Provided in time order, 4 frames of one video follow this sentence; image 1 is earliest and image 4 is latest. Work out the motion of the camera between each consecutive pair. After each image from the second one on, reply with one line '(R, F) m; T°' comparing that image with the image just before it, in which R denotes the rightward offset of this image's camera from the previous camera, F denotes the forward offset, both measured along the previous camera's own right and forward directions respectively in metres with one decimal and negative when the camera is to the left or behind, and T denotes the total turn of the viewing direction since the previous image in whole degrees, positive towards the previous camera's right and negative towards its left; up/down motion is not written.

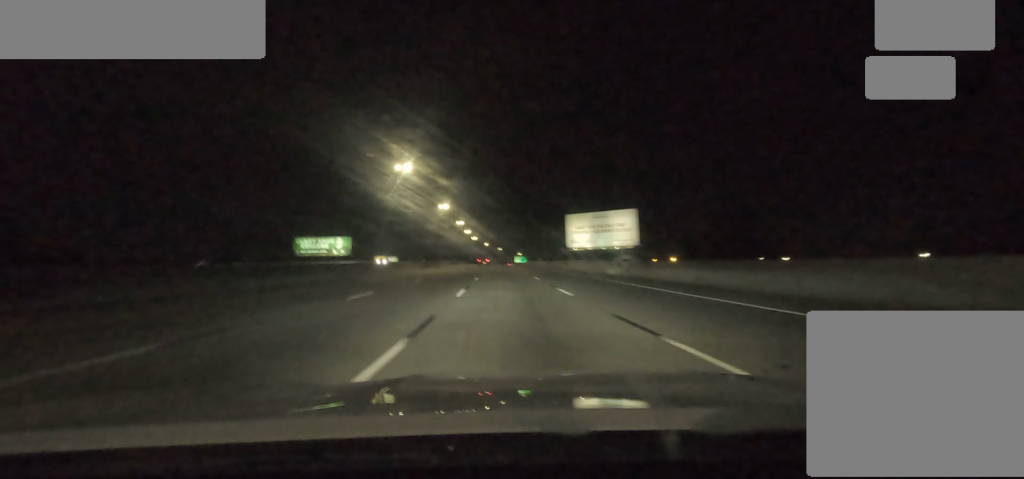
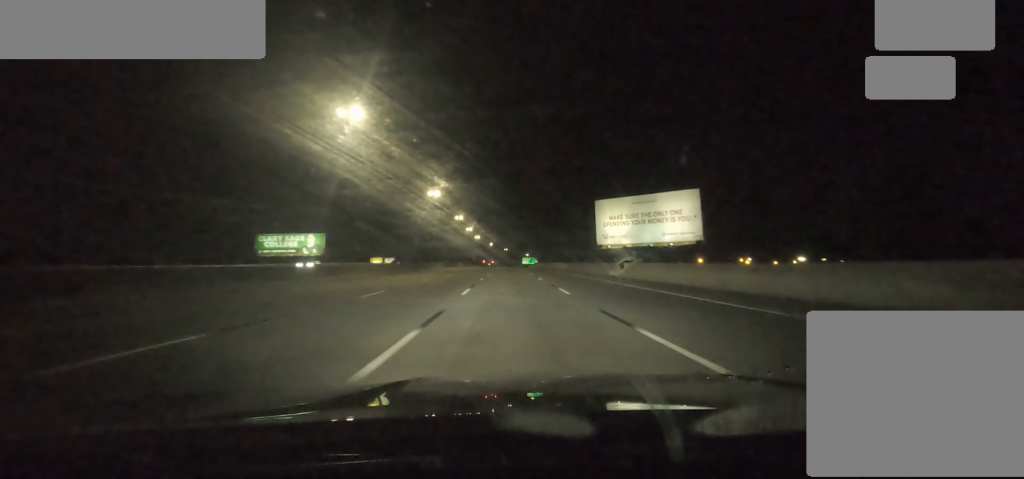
(0.0, +25.2) m; 0°
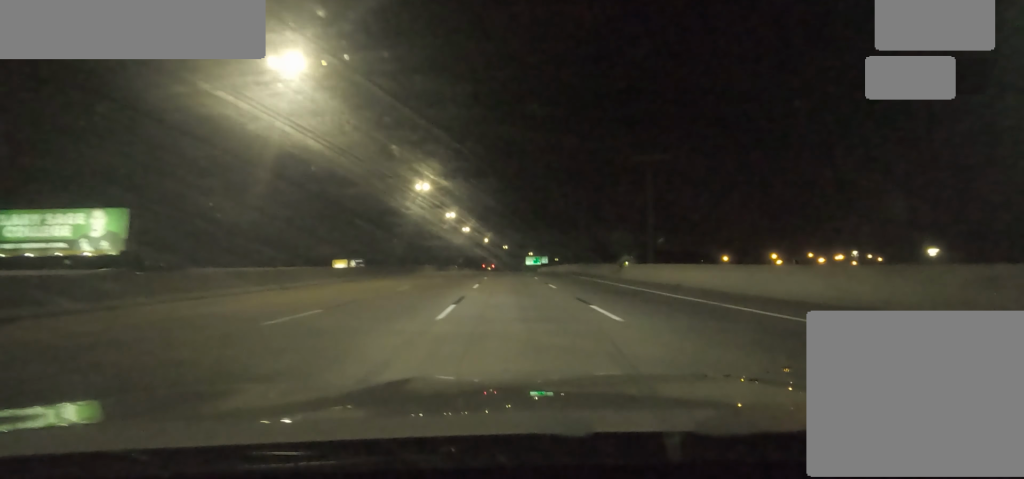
(-0.4, +62.2) m; 0°
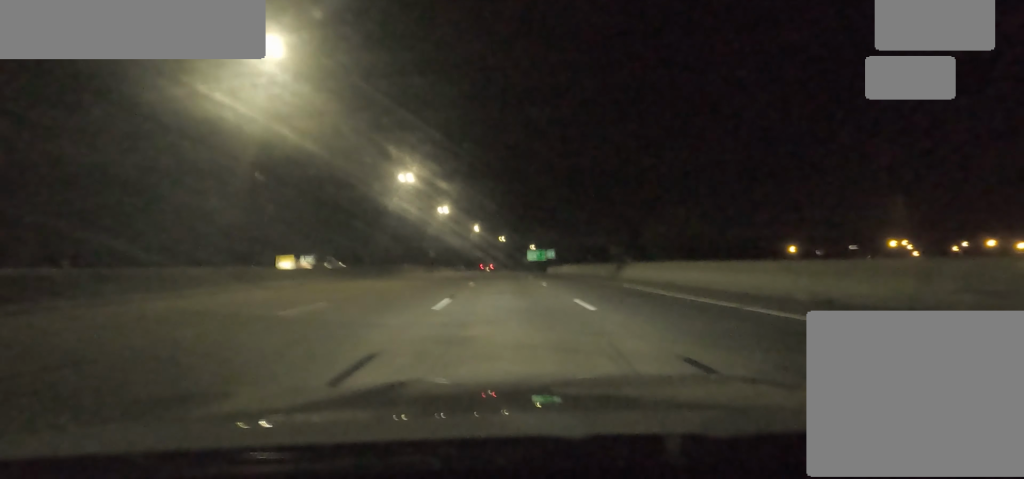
(+0.2, +52.0) m; 0°
